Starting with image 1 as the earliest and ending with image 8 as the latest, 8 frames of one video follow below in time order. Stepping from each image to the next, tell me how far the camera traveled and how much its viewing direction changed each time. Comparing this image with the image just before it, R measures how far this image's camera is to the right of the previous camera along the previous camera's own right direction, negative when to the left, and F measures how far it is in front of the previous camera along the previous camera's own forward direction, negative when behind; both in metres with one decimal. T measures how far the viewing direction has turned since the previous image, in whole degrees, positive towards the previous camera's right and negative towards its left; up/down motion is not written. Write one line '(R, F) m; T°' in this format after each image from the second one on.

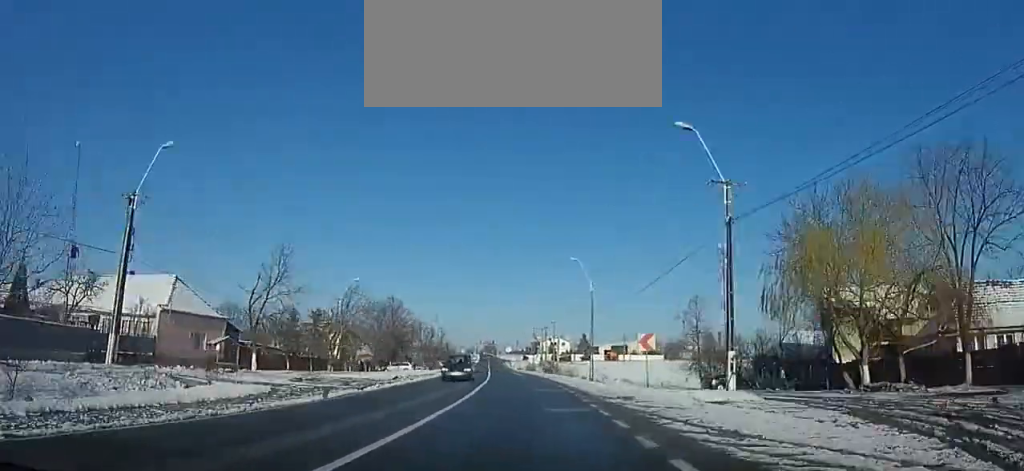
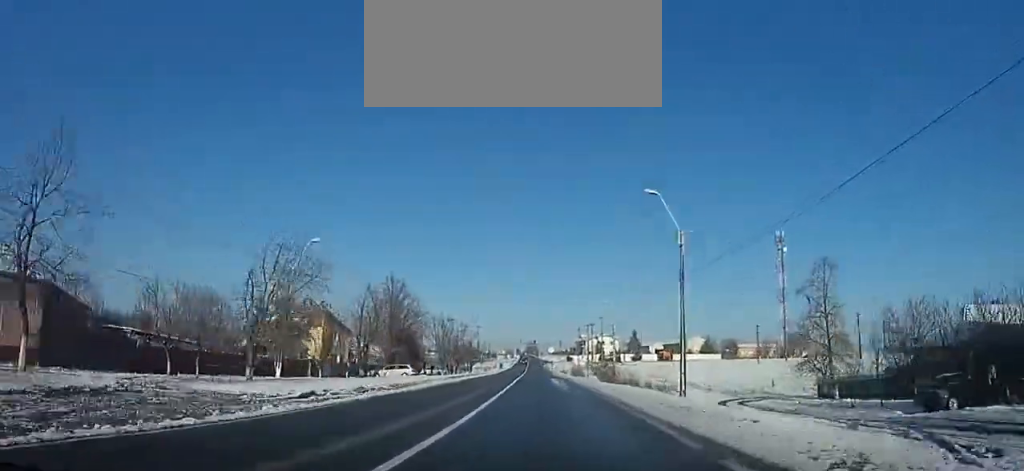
(-0.5, +18.5) m; -4°
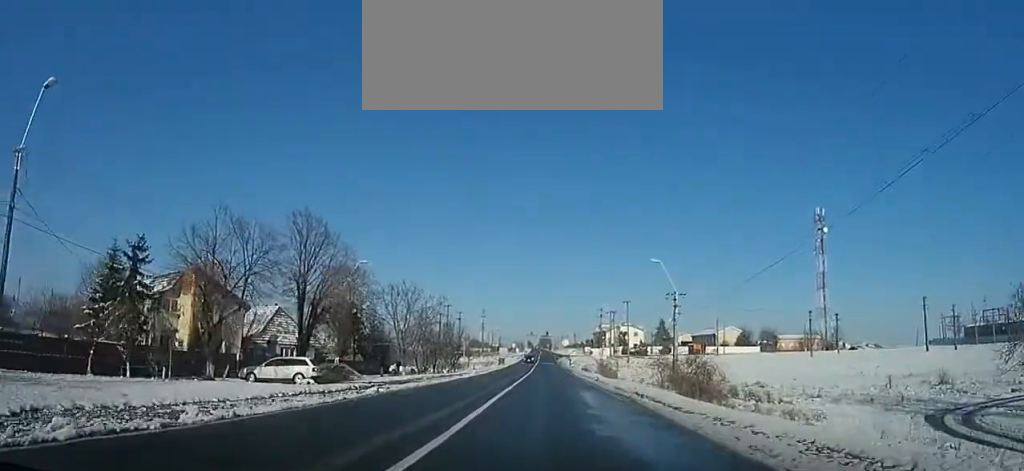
(-2.2, +23.7) m; -3°
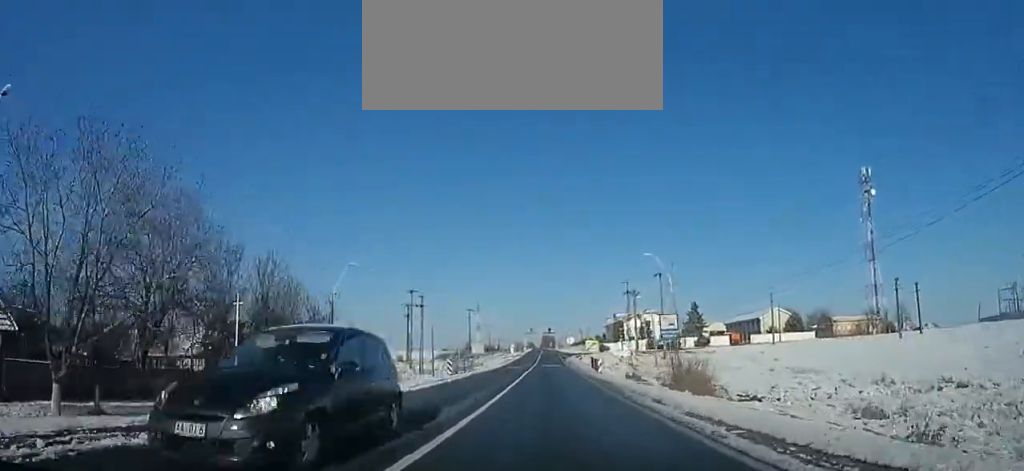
(+1.0, +33.3) m; 0°
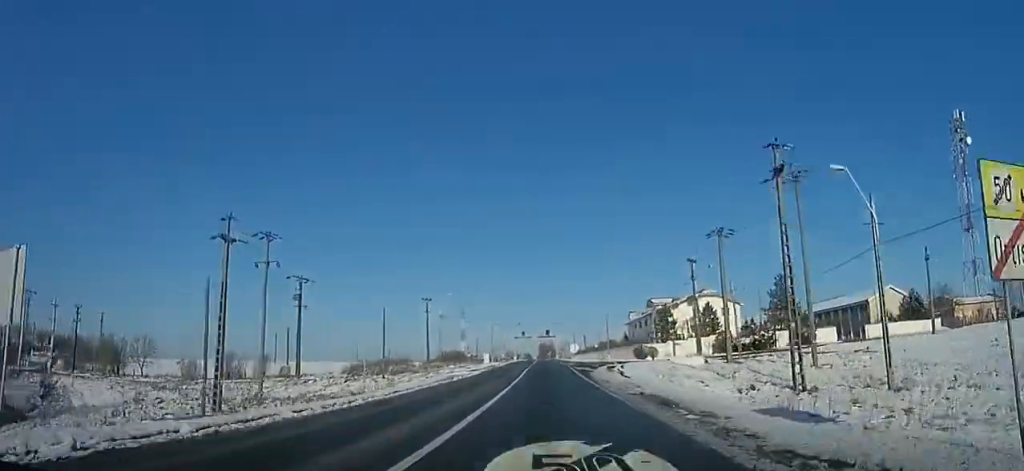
(-0.1, +46.4) m; +1°
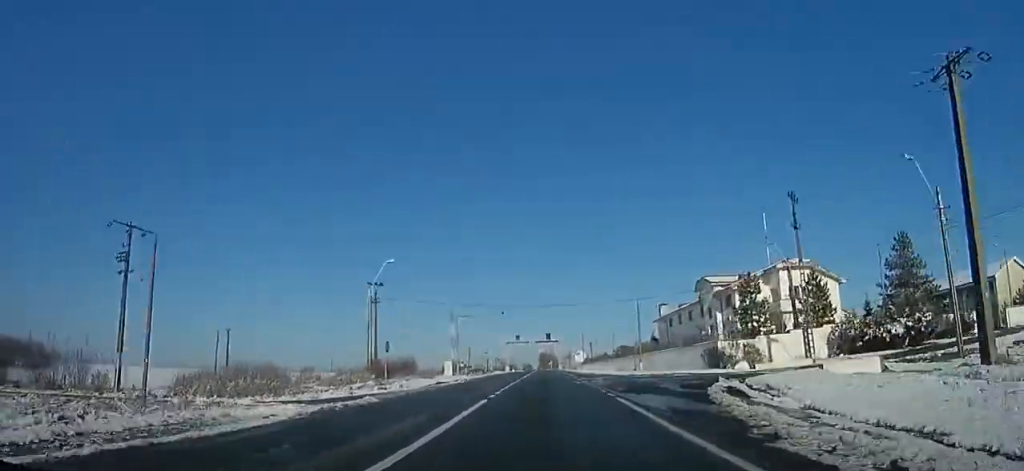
(-0.2, +25.3) m; 0°
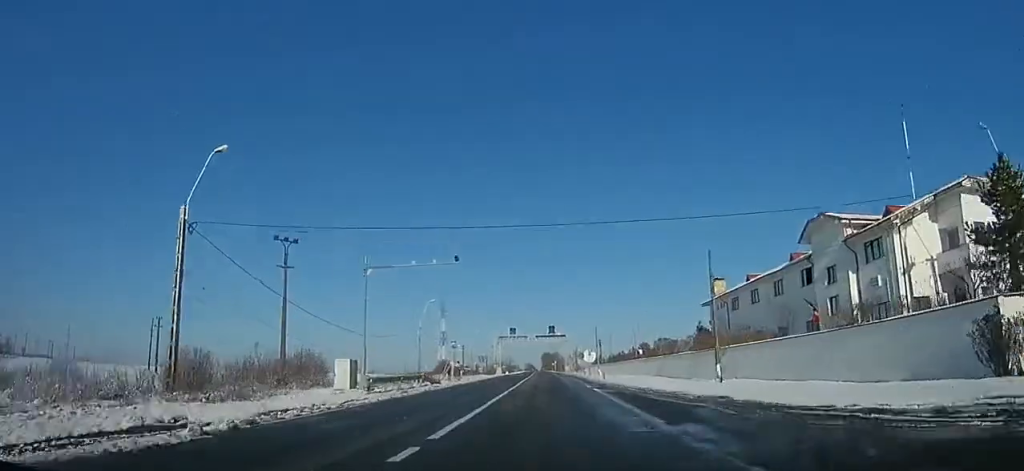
(-0.1, +21.6) m; -1°
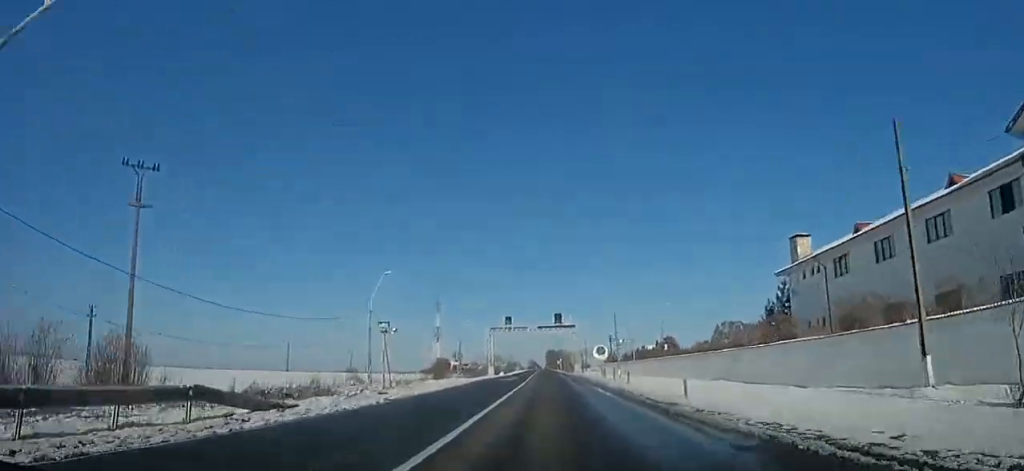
(+0.1, +16.7) m; -1°
